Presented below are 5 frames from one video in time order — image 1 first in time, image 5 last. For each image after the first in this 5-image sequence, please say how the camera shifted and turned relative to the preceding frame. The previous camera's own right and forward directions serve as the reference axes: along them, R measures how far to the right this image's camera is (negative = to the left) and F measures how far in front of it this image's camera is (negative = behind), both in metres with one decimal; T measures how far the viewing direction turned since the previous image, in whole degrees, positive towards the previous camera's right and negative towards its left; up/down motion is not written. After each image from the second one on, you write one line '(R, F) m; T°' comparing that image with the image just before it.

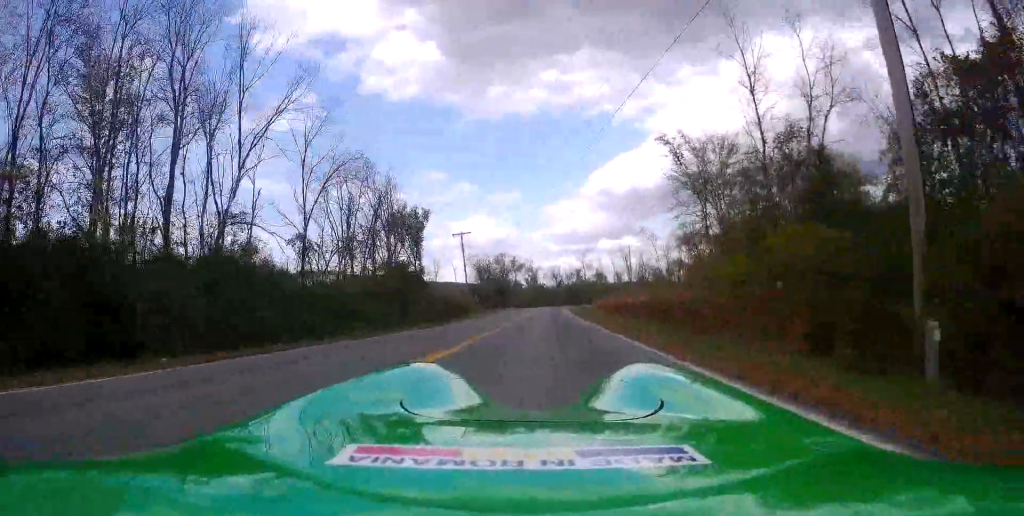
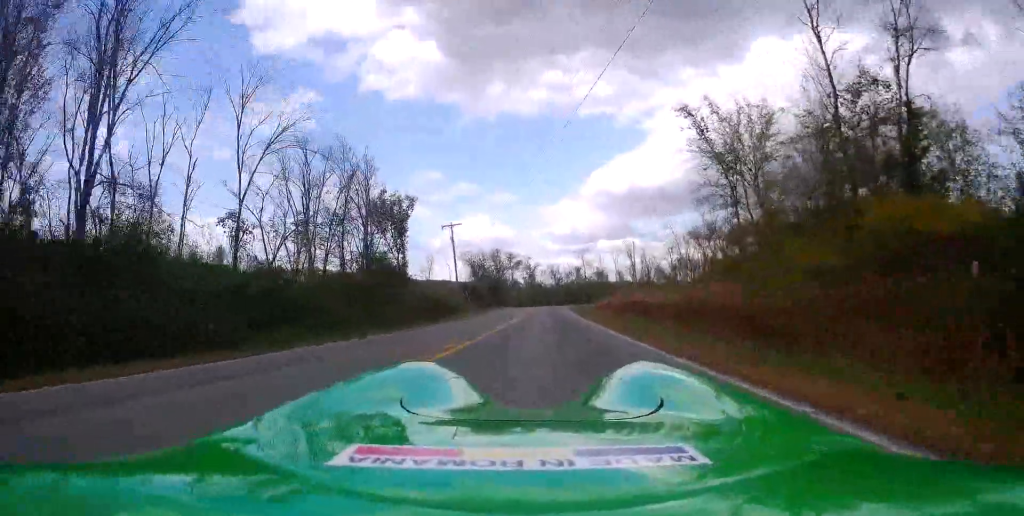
(0.0, +6.2) m; 0°
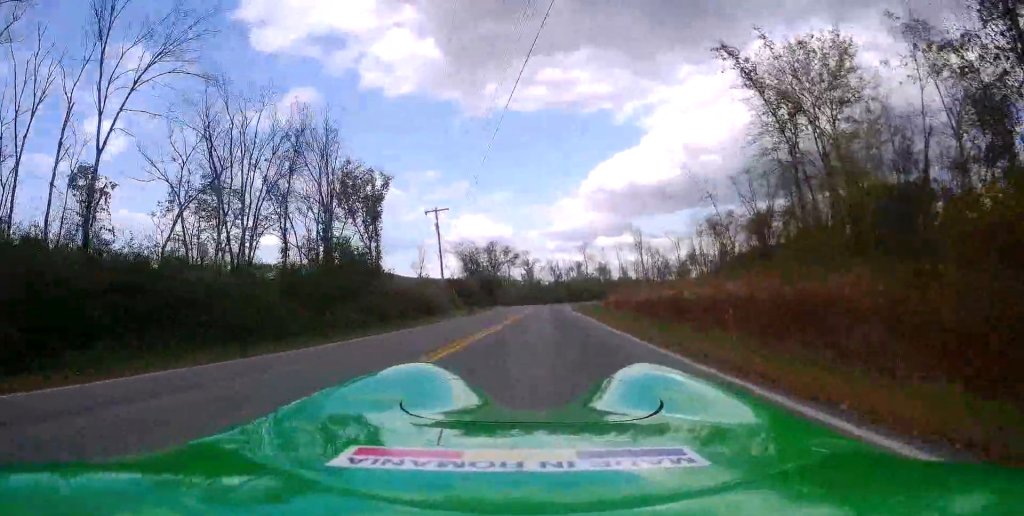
(0.0, +9.2) m; -1°
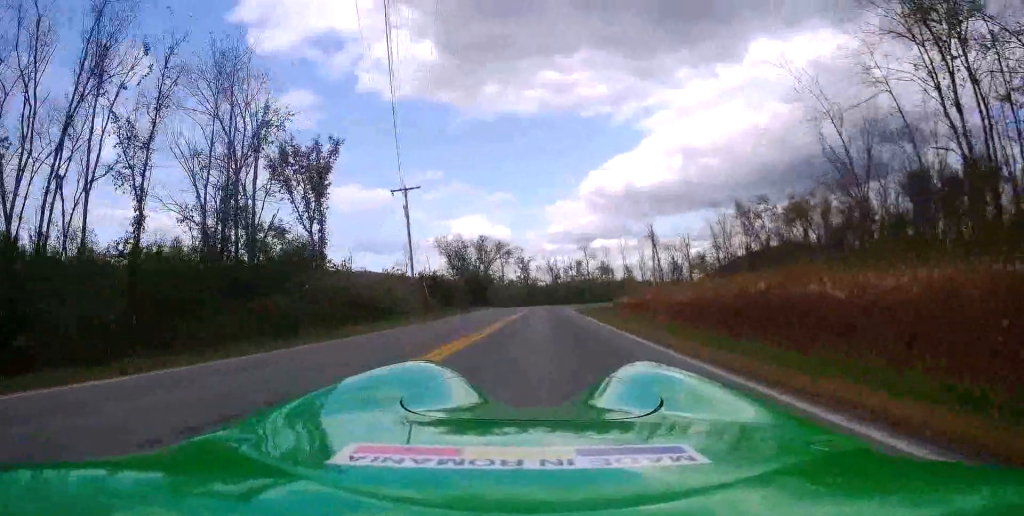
(-0.2, +12.3) m; -1°
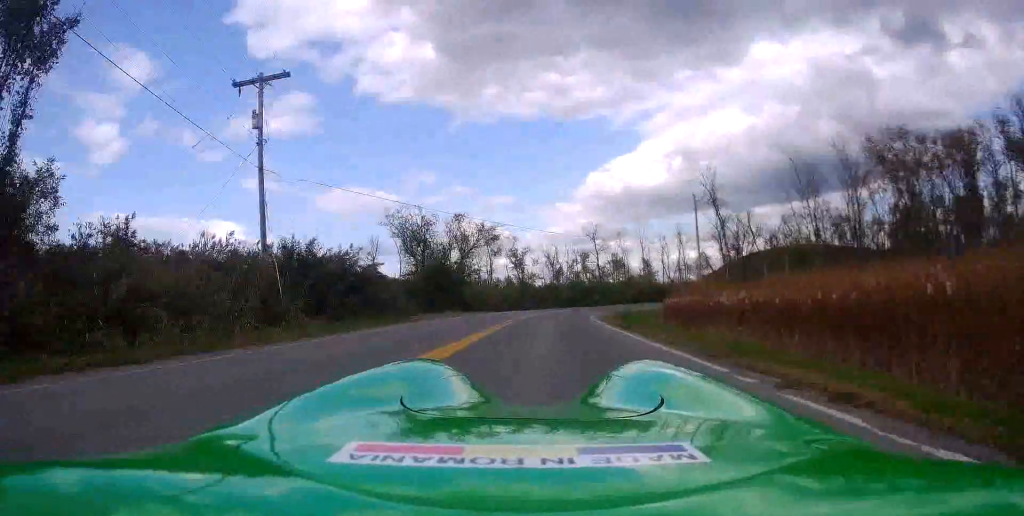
(+1.5, +24.6) m; +3°
